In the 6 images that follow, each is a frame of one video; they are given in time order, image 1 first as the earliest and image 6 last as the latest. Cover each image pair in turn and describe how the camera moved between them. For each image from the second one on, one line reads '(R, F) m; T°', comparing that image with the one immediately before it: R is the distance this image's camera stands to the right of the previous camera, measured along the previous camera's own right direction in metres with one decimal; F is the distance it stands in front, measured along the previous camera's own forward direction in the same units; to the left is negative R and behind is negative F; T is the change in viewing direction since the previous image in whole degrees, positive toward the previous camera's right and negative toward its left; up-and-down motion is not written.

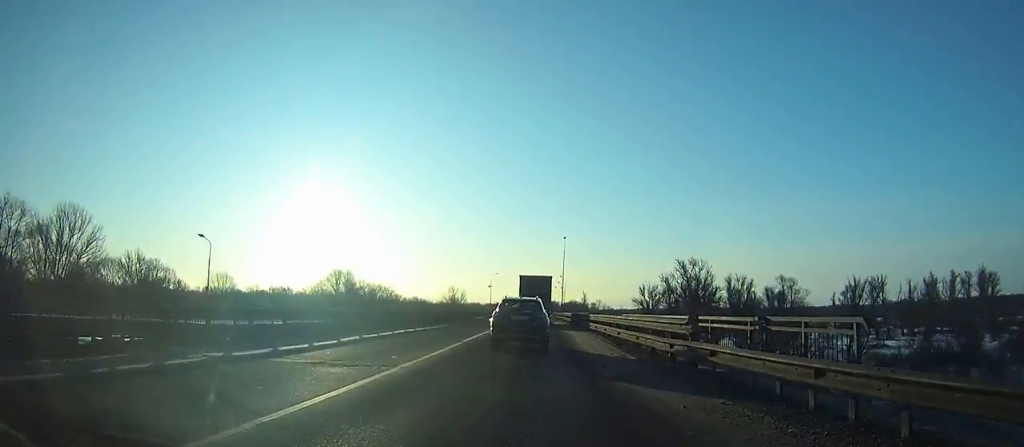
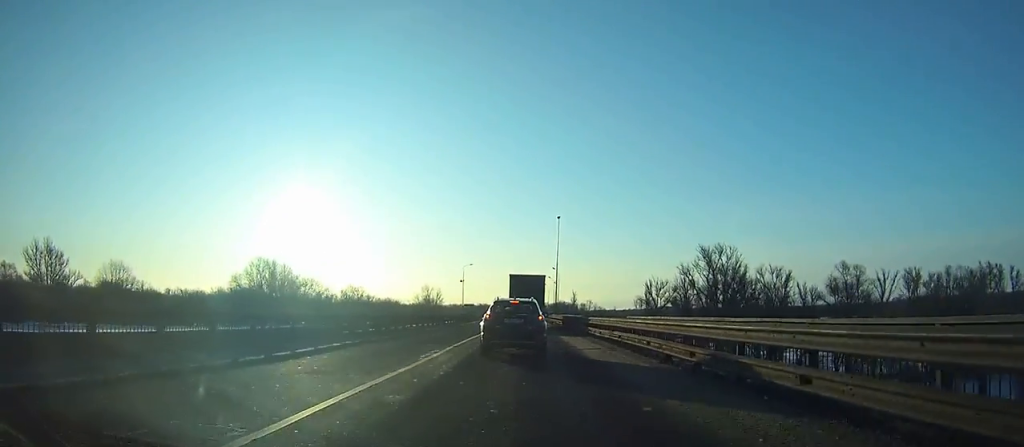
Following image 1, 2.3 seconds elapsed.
(+0.1, +33.1) m; 0°
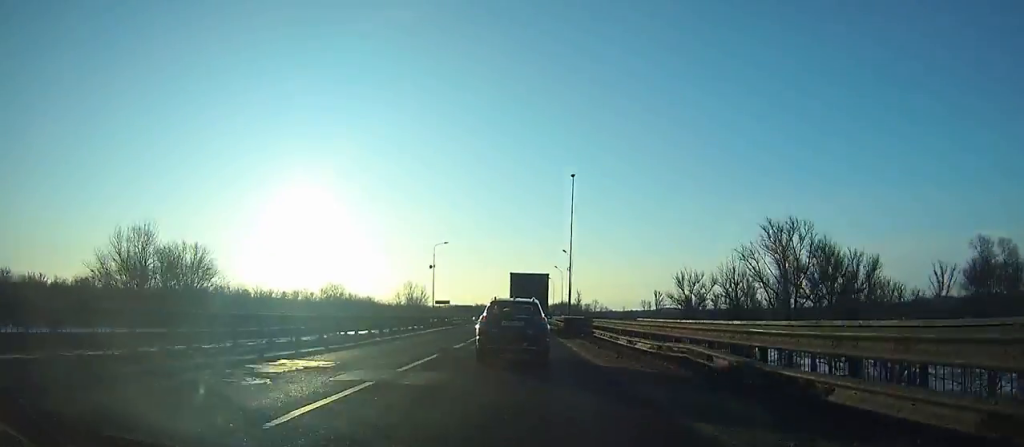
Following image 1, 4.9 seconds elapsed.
(+0.1, +35.7) m; 0°
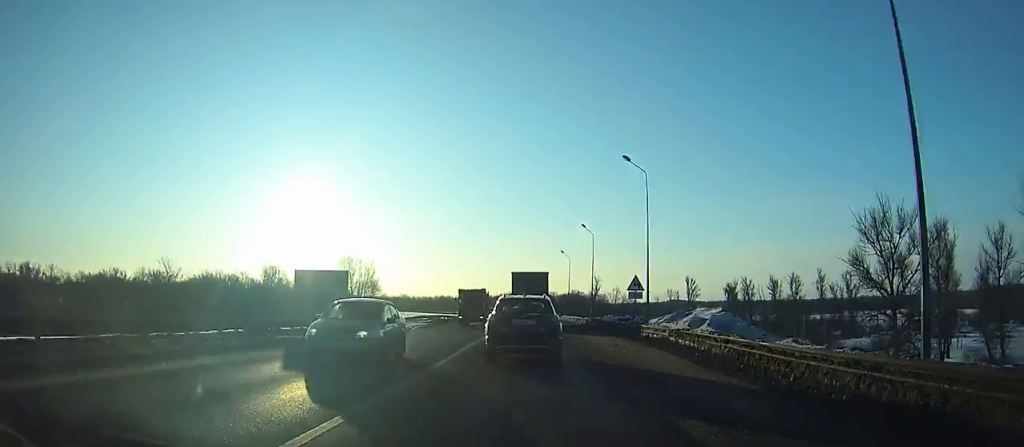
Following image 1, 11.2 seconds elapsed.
(-0.1, +80.1) m; 0°
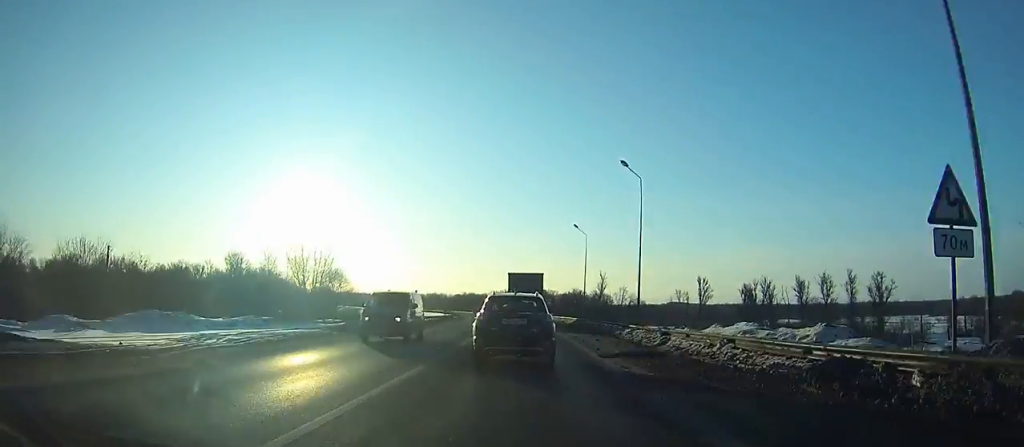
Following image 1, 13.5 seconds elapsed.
(0.0, +28.2) m; 0°
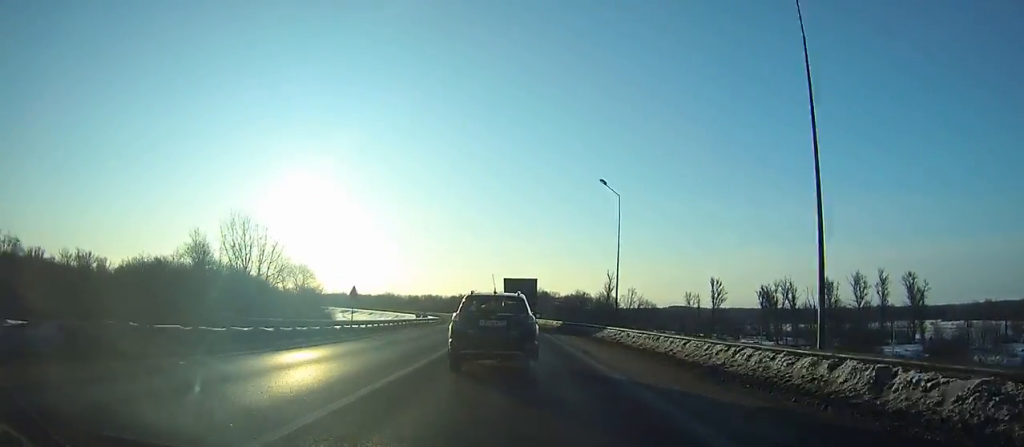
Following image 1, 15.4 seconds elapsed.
(+0.1, +23.2) m; 0°
